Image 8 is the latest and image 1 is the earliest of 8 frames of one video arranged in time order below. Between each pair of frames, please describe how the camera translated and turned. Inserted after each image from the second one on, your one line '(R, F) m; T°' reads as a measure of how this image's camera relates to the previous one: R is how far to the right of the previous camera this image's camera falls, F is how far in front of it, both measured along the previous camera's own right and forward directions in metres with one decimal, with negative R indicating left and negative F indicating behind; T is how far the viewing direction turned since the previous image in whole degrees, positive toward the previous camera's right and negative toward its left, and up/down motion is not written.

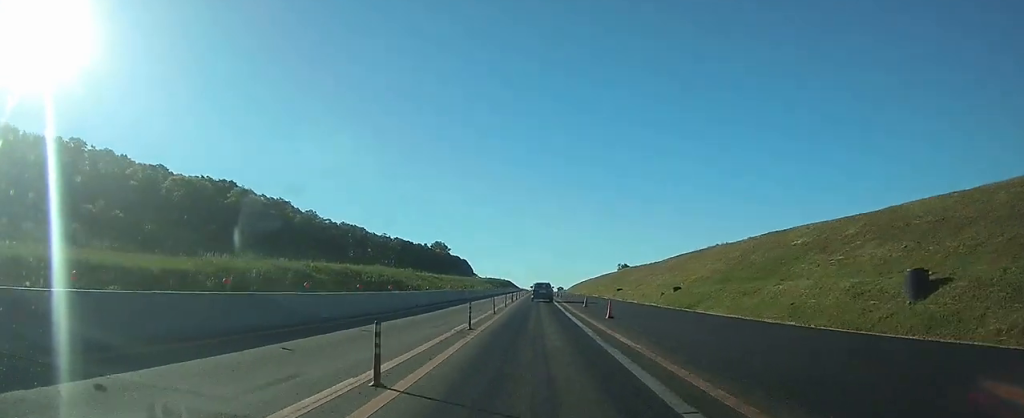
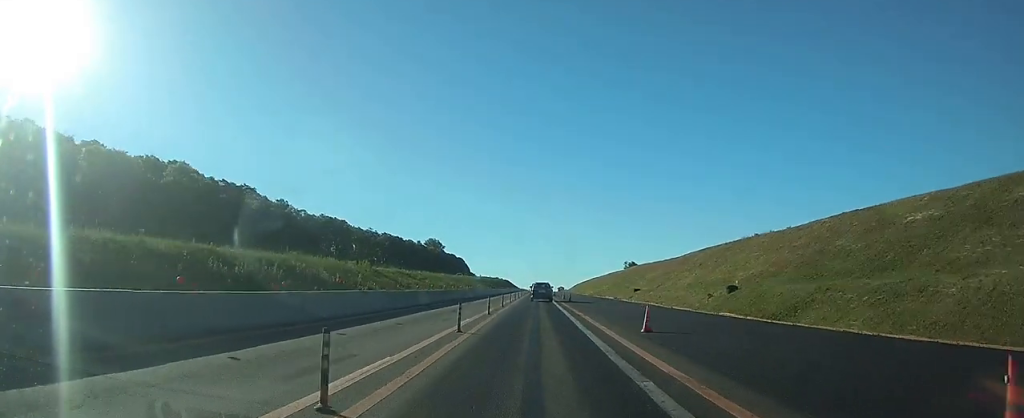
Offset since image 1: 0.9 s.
(+0.1, +21.1) m; 0°
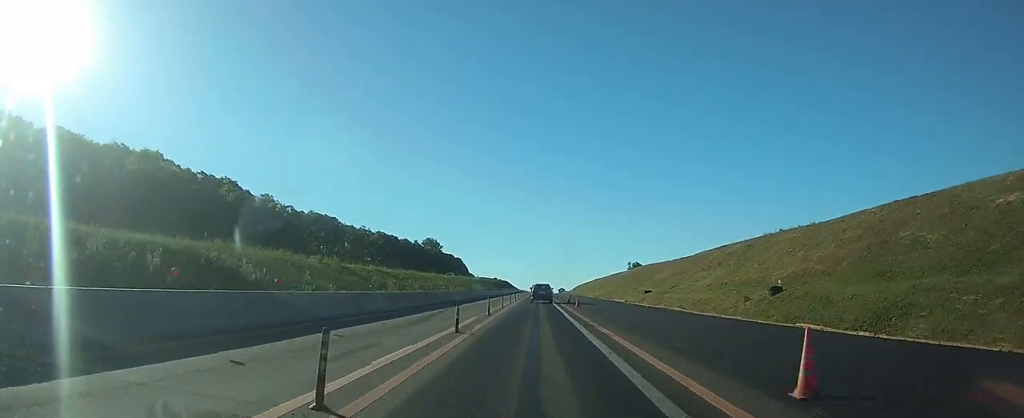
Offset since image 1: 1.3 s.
(0.0, +9.8) m; 0°
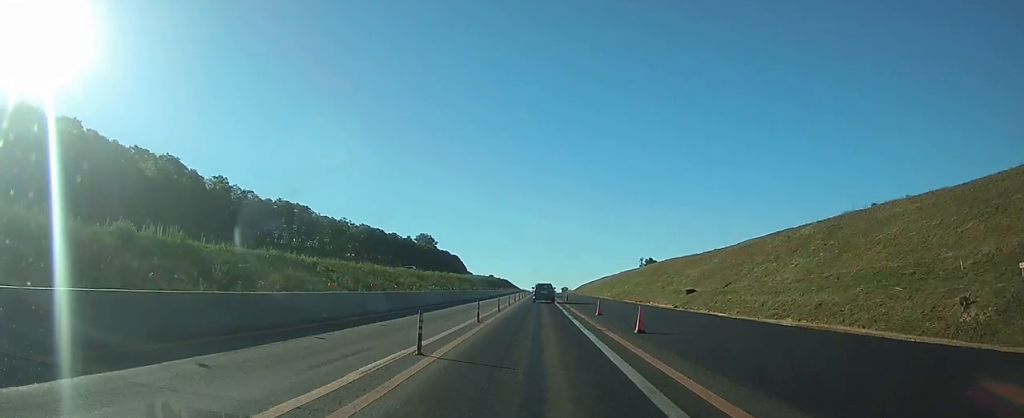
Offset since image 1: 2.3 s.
(0.0, +24.5) m; 0°
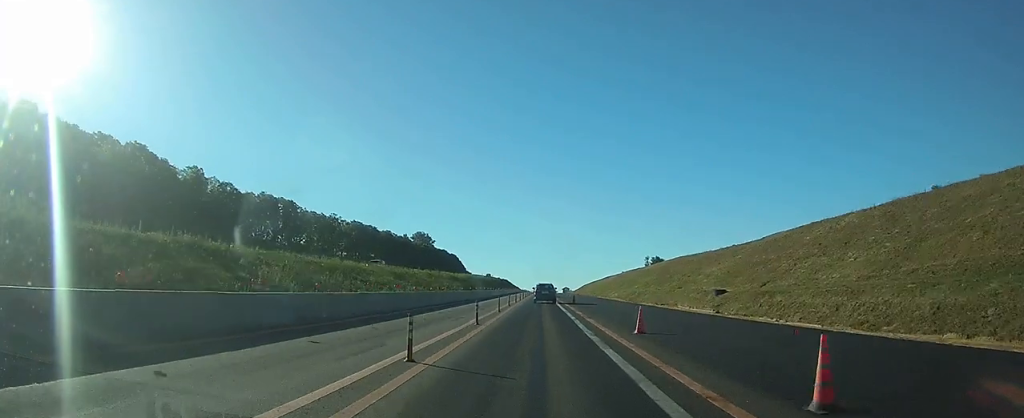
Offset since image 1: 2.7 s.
(0.0, +10.7) m; 0°
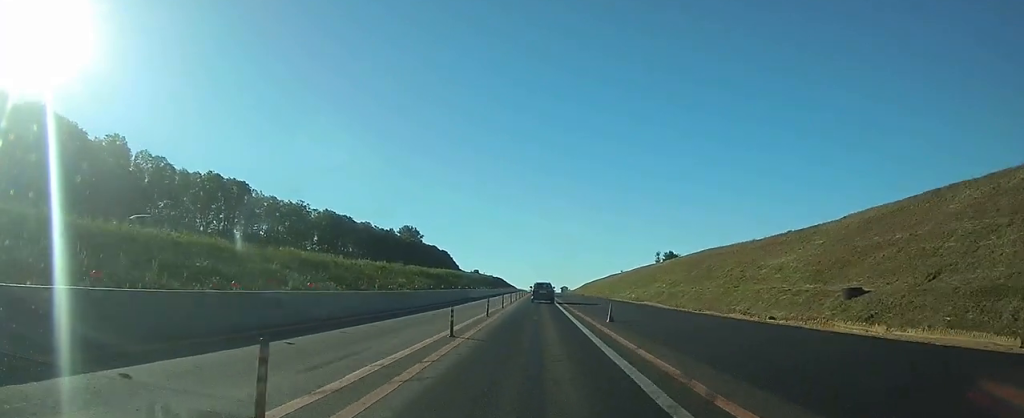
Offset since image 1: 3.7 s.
(-0.1, +24.7) m; 0°
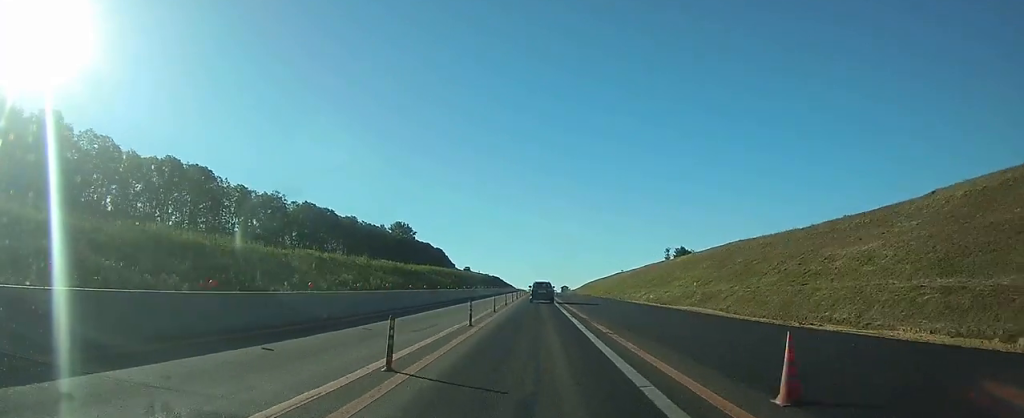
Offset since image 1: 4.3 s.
(0.0, +15.6) m; 0°
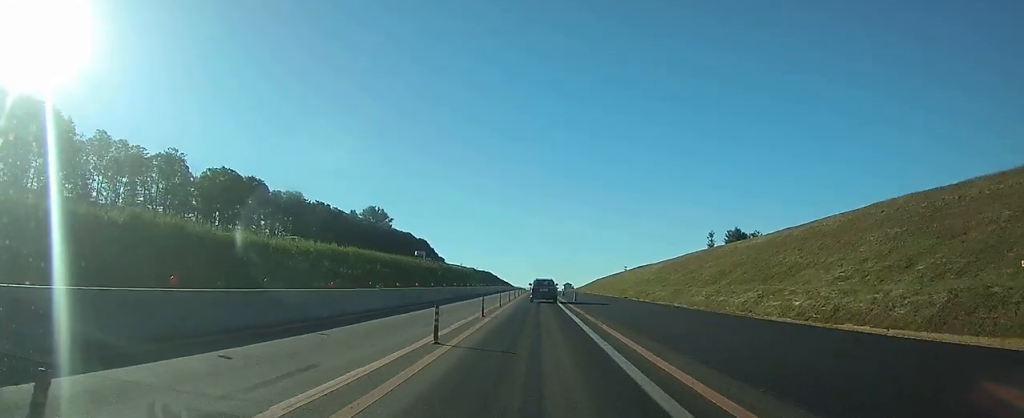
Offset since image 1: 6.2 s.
(+0.1, +45.5) m; 0°
